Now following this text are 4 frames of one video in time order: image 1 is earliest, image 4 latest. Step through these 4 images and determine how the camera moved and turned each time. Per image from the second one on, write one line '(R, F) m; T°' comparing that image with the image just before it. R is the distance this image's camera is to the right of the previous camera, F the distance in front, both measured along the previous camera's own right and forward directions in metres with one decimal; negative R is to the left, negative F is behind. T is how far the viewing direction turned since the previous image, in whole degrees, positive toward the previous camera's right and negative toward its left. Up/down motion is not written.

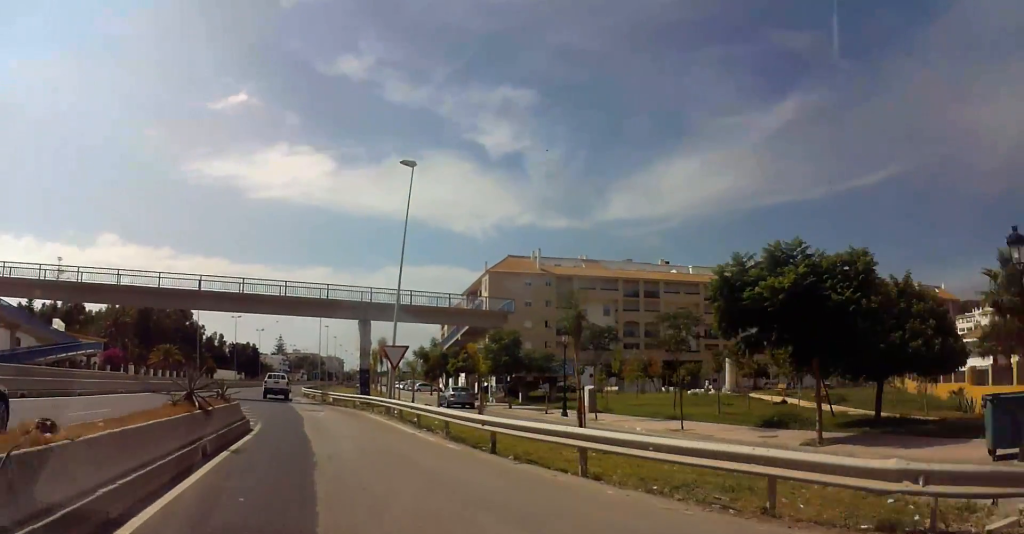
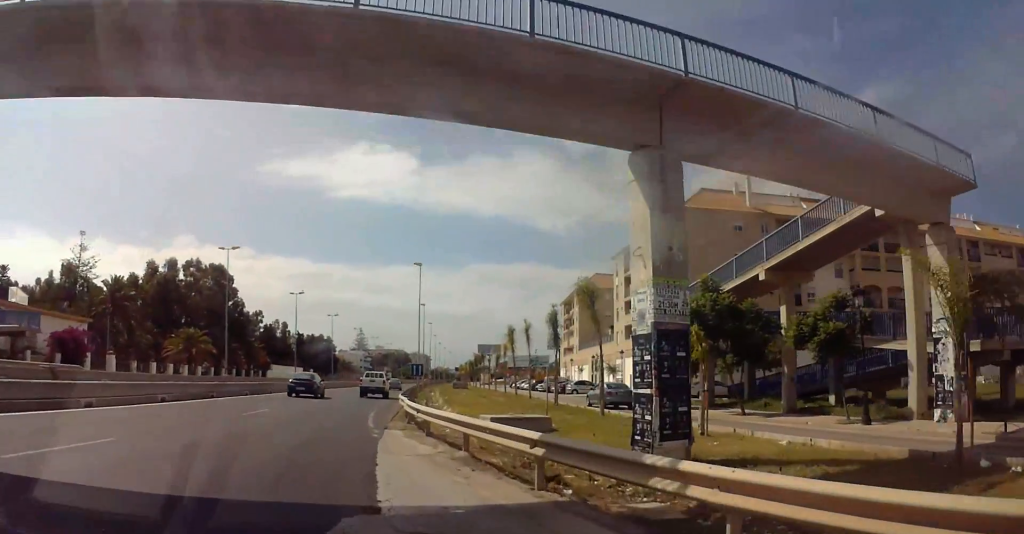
(-0.2, +37.4) m; +11°
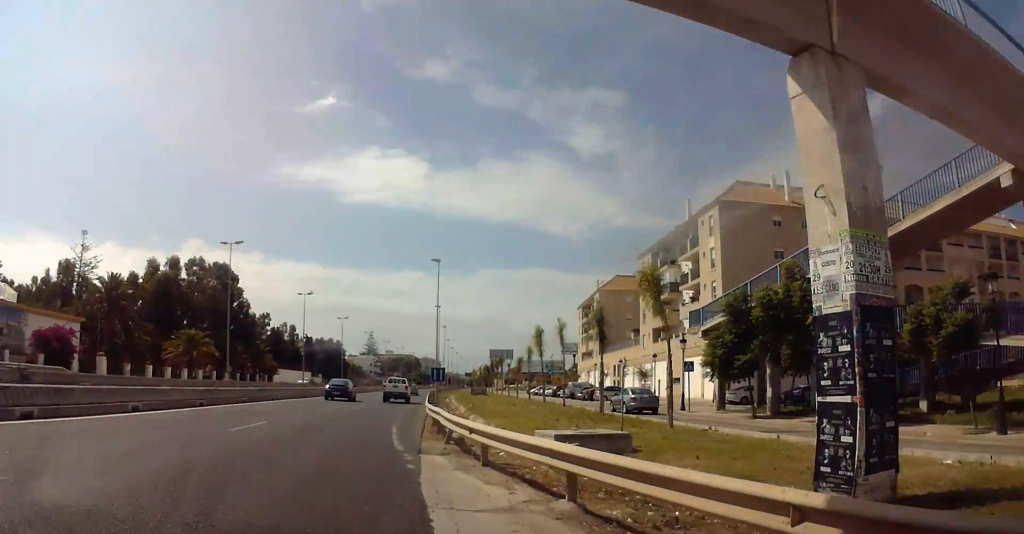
(-0.1, +5.0) m; +1°
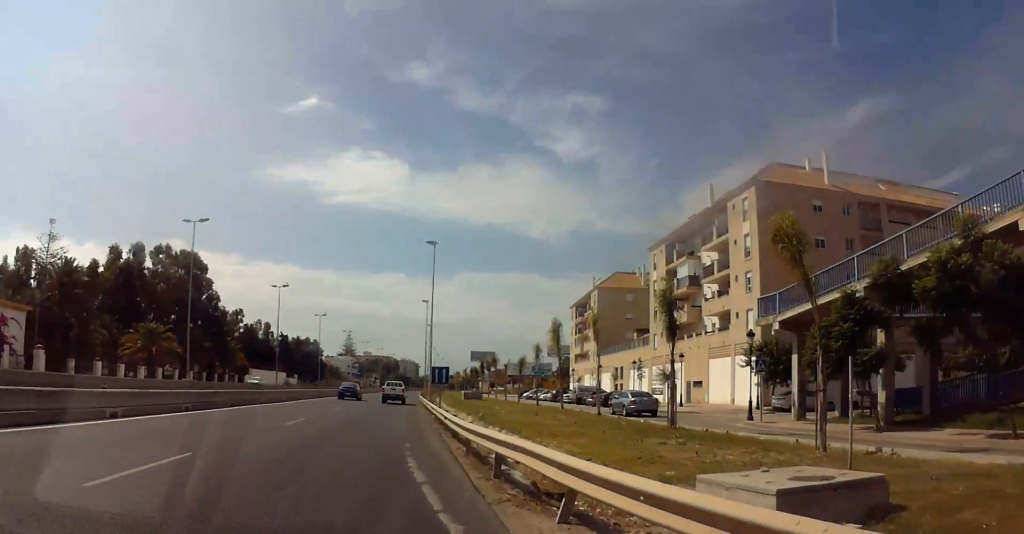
(+0.2, +8.6) m; +1°
